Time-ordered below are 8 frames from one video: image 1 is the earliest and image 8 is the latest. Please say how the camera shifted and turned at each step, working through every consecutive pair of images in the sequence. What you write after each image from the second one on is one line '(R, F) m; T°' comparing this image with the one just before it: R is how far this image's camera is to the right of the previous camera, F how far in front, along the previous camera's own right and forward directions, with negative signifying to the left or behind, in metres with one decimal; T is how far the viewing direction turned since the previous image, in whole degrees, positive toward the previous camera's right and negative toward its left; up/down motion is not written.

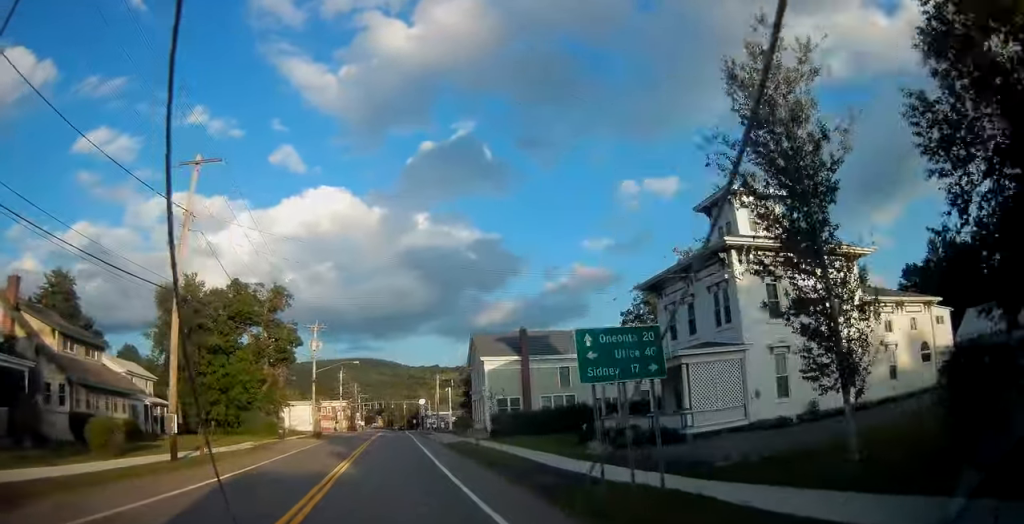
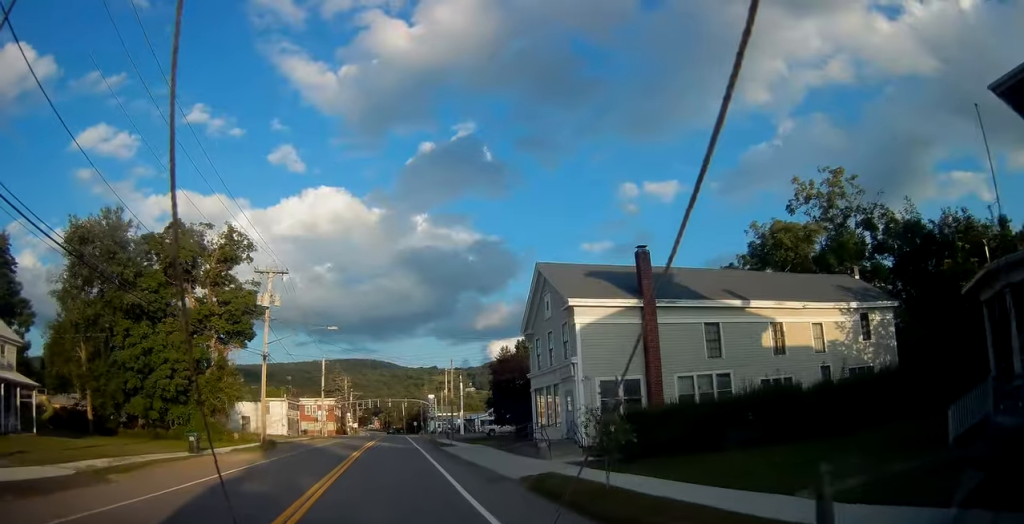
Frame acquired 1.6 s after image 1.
(-0.1, +23.1) m; 0°
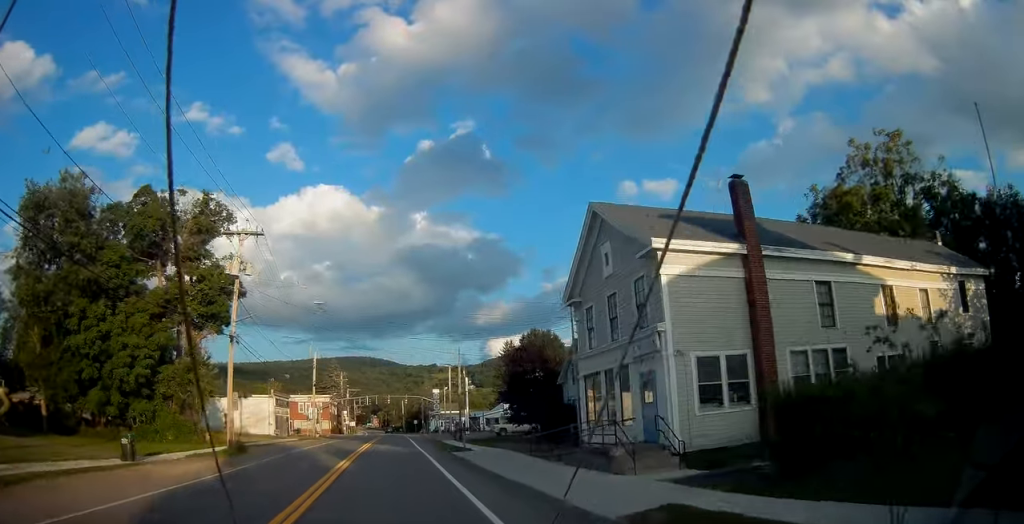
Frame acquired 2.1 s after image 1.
(0.0, +7.7) m; 0°
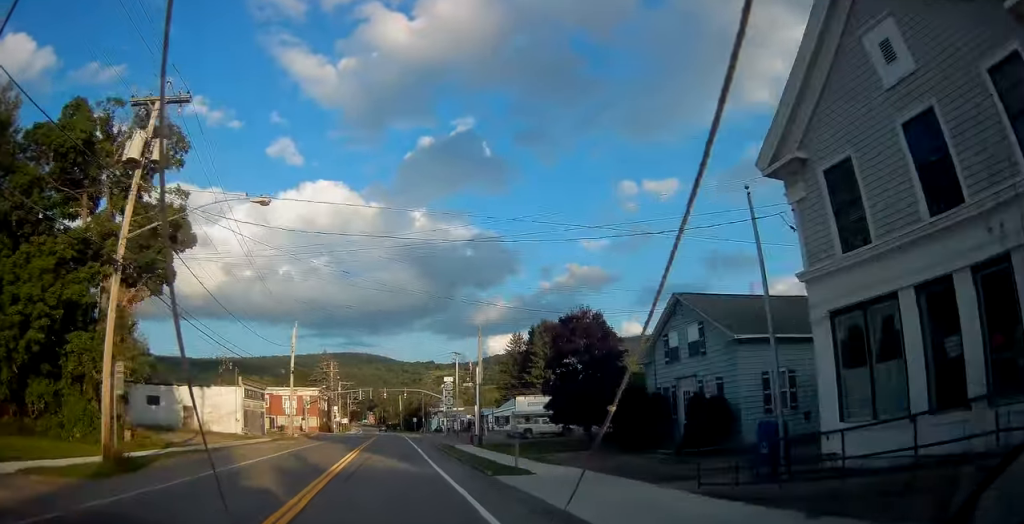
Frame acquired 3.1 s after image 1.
(0.0, +13.9) m; 0°
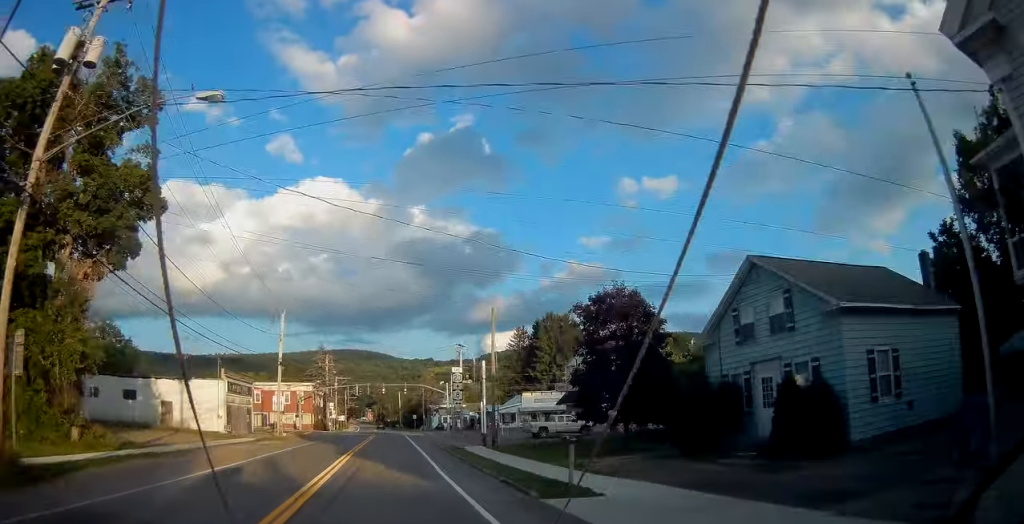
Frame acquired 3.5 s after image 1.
(0.0, +6.0) m; 0°
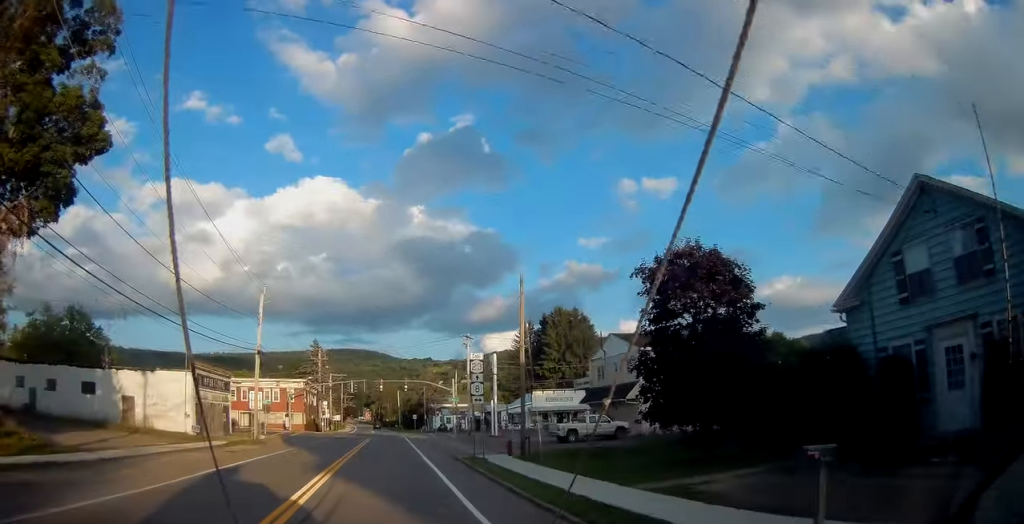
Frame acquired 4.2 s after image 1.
(0.0, +8.9) m; 0°
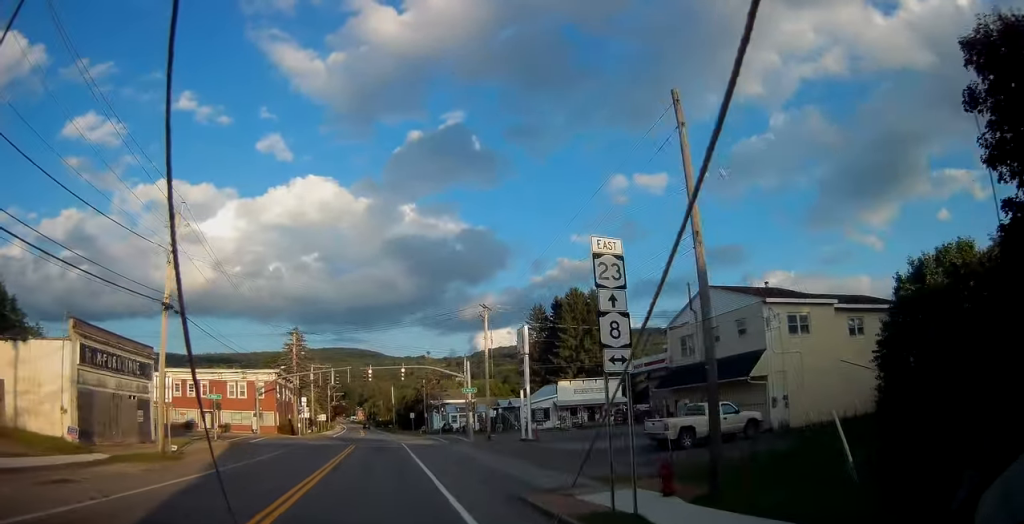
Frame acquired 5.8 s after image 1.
(+0.4, +18.1) m; +2°
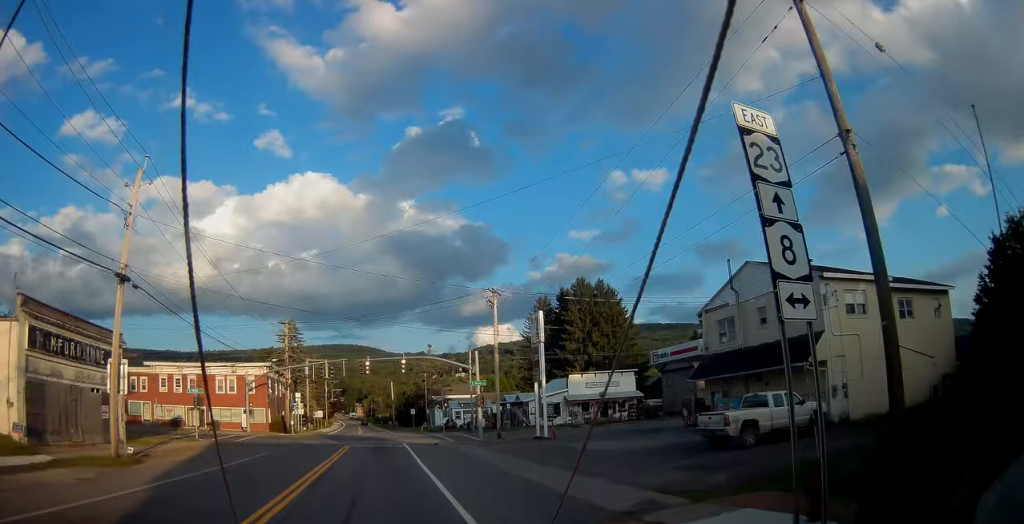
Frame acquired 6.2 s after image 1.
(0.0, +4.9) m; 0°
